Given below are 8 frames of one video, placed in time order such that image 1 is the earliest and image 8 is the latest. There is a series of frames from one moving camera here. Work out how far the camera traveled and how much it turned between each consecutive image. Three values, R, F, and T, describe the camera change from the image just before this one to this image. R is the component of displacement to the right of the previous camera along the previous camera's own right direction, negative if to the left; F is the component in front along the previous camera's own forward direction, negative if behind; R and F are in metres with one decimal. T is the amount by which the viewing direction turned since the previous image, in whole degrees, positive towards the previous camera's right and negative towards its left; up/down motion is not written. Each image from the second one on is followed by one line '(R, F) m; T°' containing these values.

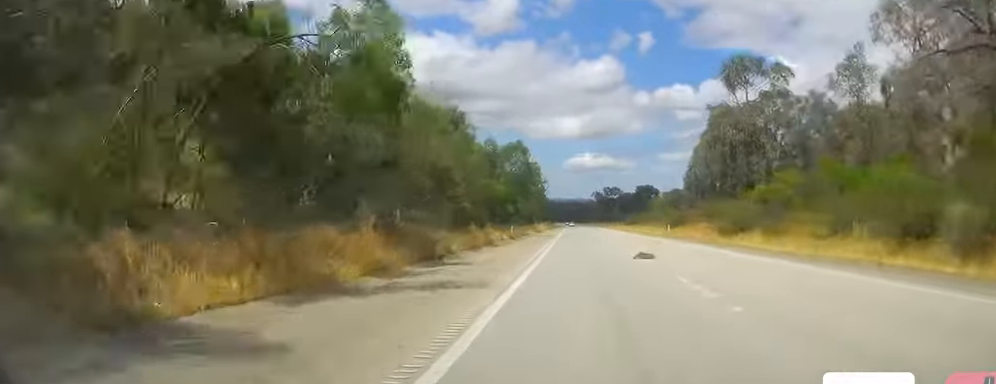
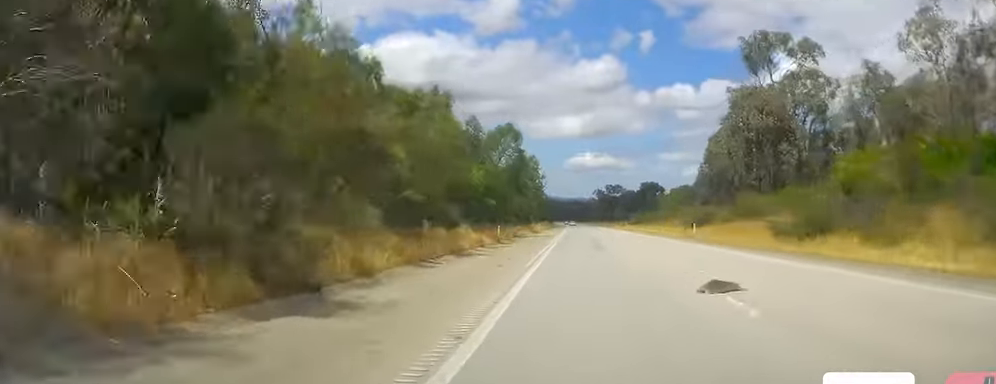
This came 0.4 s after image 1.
(-0.1, +12.4) m; -1°
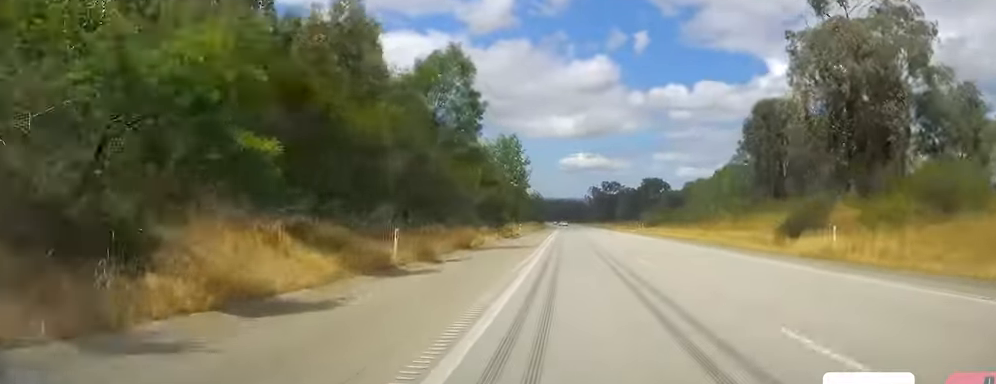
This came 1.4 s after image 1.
(-0.2, +27.8) m; 0°
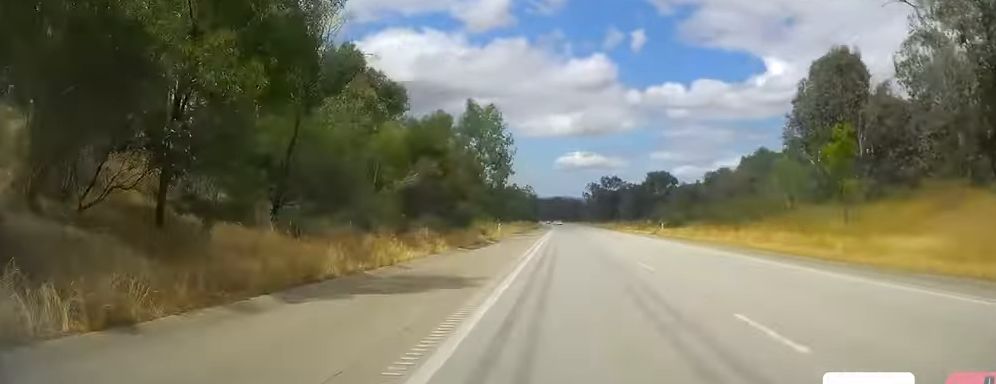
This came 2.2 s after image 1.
(+0.2, +22.0) m; +2°
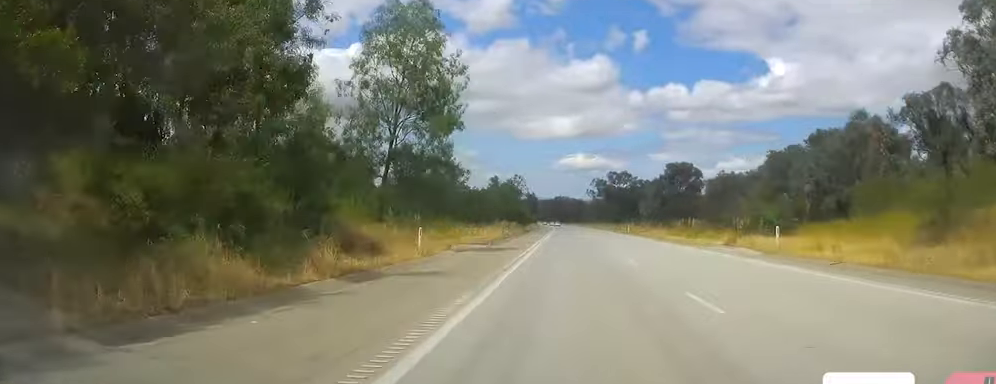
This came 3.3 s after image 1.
(+0.8, +32.5) m; 0°
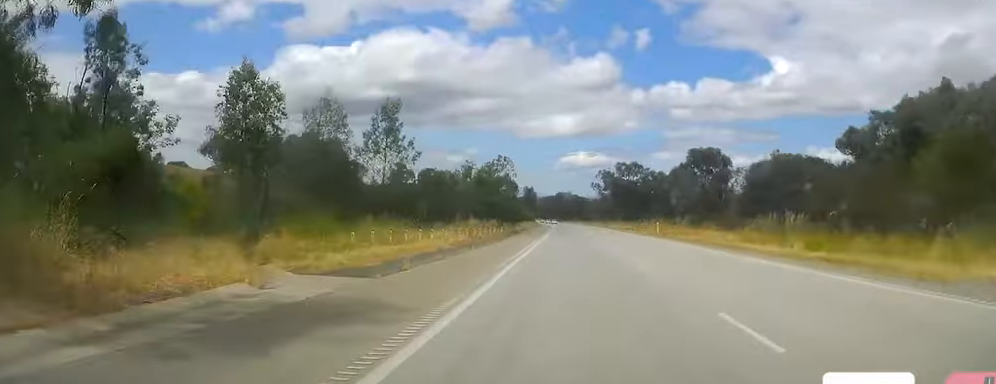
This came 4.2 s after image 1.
(-0.8, +26.8) m; -1°
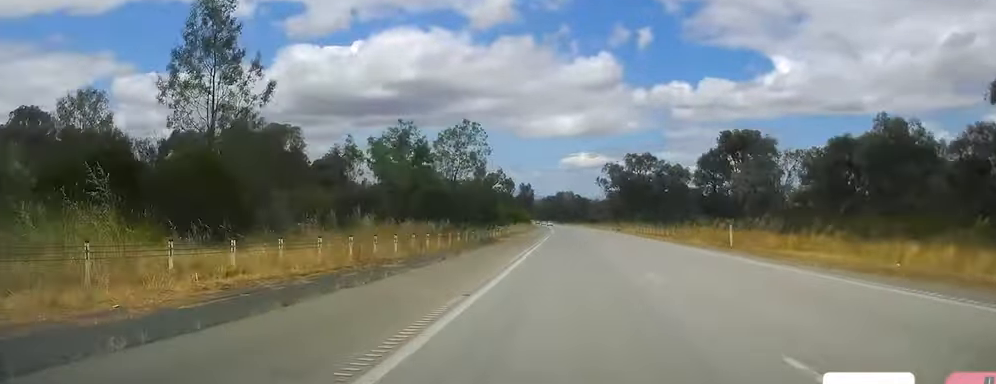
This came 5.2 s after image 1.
(0.0, +26.7) m; +1°
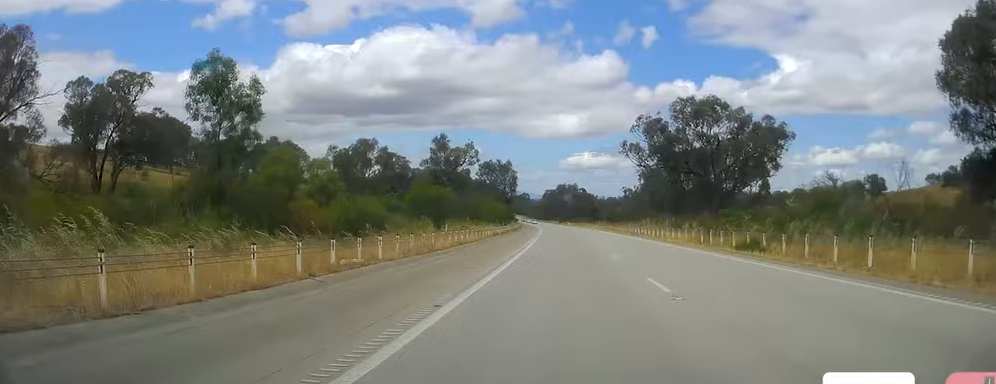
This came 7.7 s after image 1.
(-0.3, +72.5) m; -1°
